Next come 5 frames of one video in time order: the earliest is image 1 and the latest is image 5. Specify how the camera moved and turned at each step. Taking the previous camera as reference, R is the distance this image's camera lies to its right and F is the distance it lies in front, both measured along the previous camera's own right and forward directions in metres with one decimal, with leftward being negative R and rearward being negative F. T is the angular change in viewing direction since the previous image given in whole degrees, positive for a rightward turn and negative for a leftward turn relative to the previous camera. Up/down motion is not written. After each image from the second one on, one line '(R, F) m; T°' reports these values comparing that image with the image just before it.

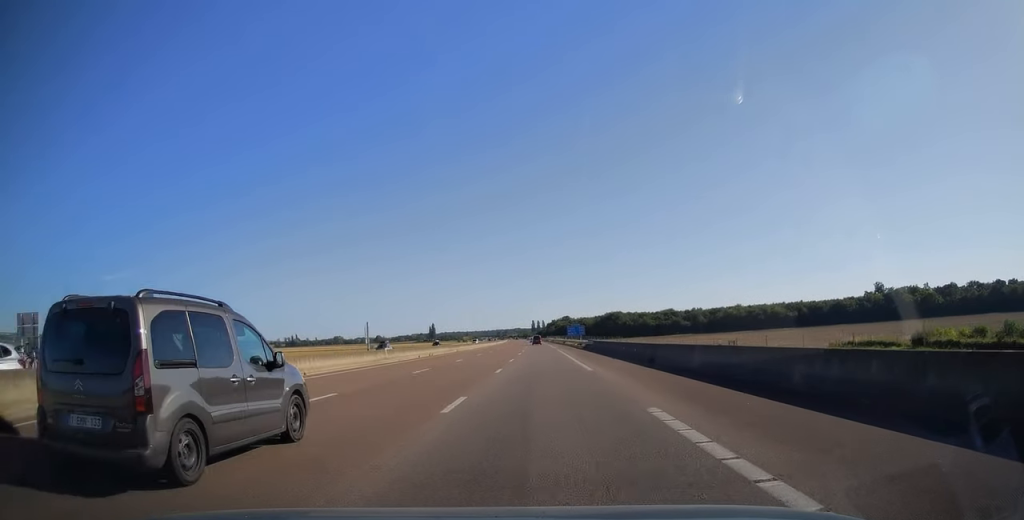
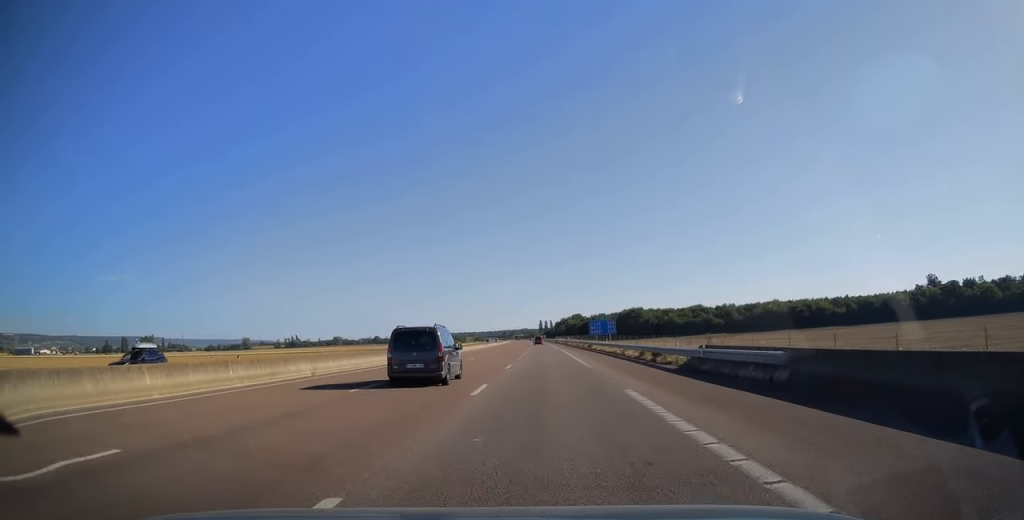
(-0.3, +47.8) m; -1°
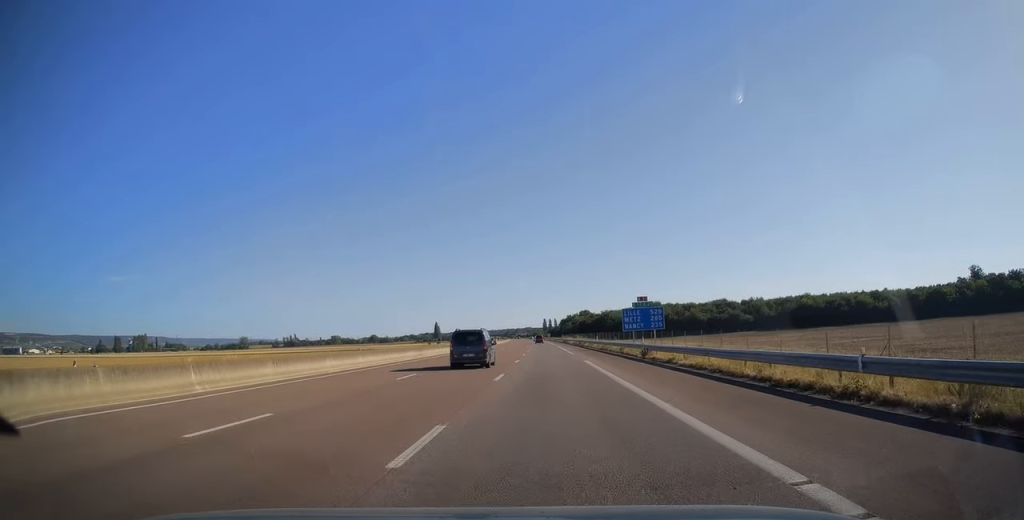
(-0.1, +34.4) m; 0°
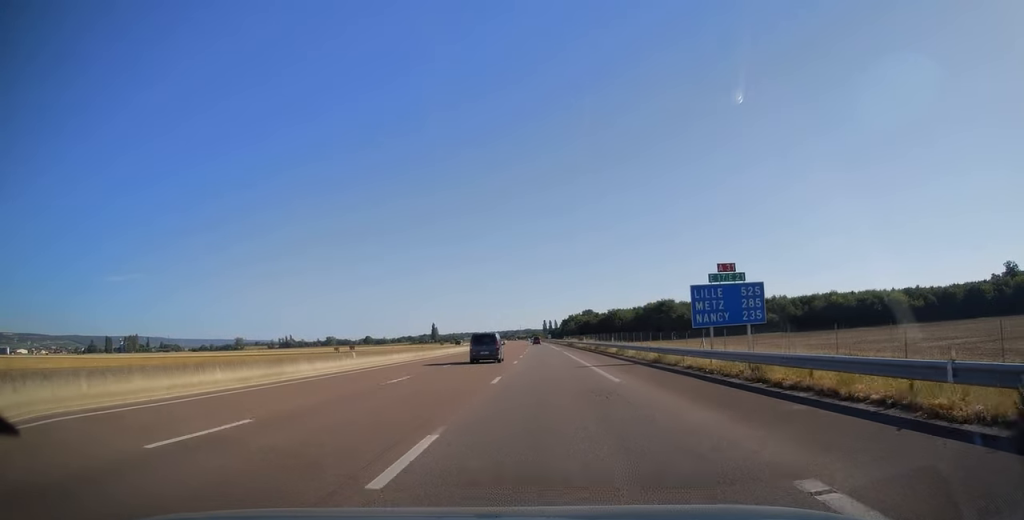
(-0.1, +26.7) m; 0°
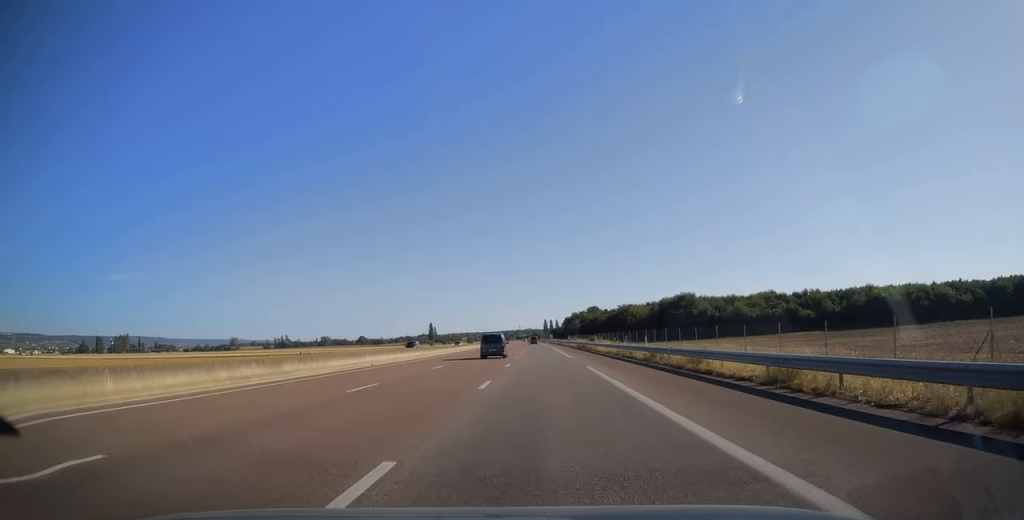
(+0.1, +29.8) m; 0°
